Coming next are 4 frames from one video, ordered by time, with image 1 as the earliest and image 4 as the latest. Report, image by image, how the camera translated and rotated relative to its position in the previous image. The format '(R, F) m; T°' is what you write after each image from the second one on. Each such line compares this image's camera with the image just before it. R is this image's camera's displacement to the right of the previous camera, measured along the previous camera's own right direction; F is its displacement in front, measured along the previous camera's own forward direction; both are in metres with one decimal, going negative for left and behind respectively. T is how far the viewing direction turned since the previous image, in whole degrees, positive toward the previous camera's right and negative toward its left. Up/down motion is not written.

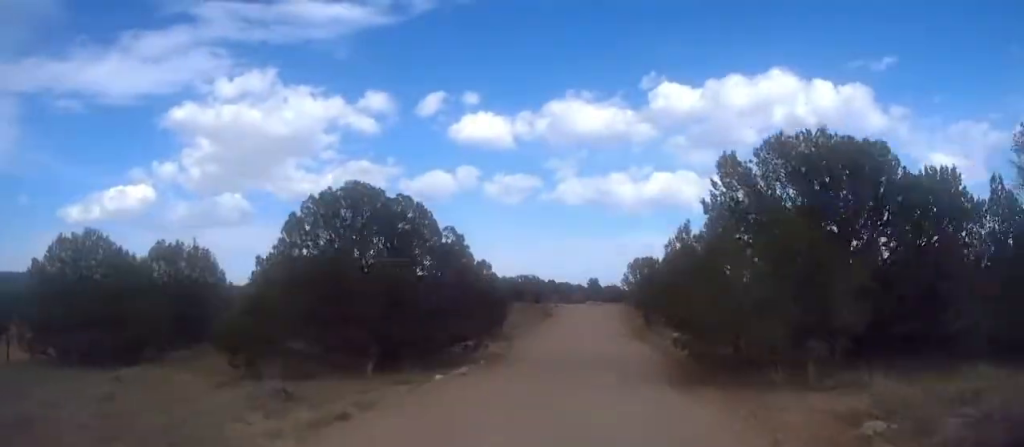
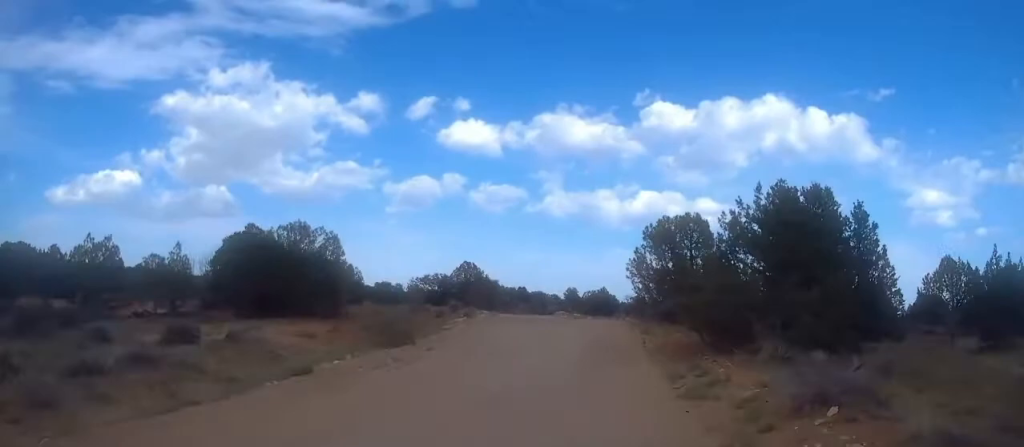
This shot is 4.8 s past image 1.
(+2.2, +44.9) m; +6°
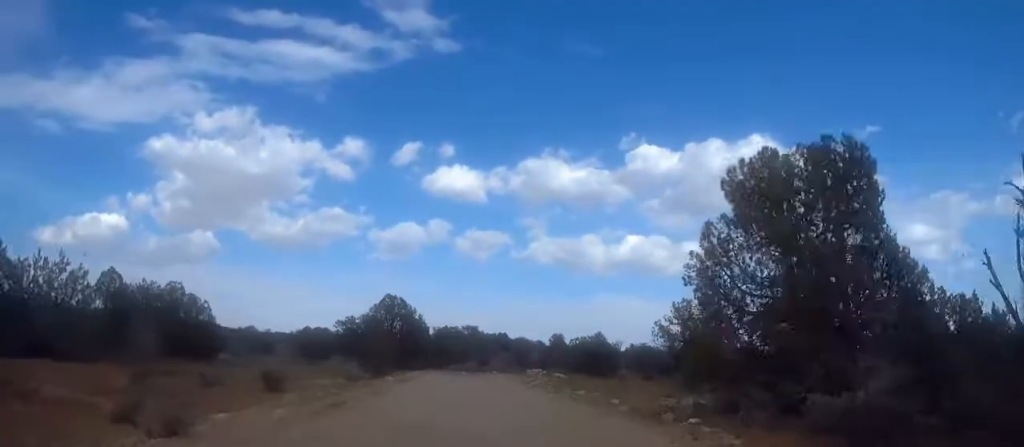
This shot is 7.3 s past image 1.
(+0.7, +23.1) m; 0°
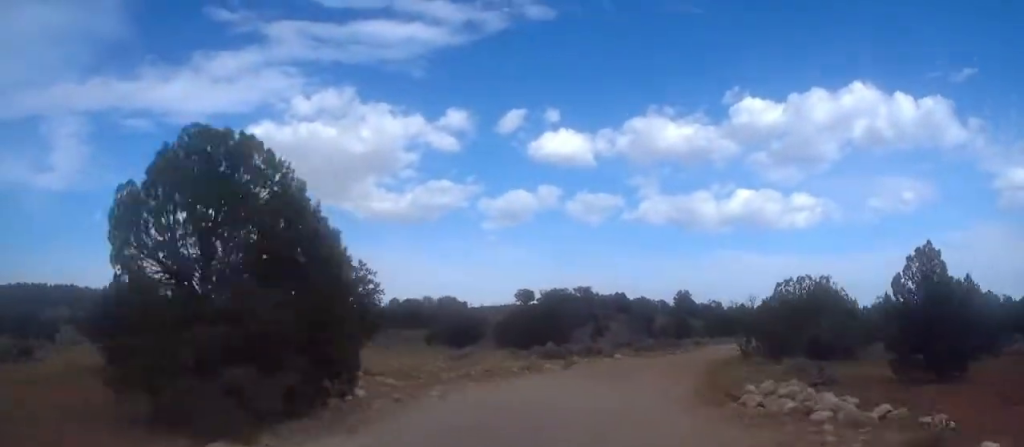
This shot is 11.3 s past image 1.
(-2.8, +36.4) m; -7°
